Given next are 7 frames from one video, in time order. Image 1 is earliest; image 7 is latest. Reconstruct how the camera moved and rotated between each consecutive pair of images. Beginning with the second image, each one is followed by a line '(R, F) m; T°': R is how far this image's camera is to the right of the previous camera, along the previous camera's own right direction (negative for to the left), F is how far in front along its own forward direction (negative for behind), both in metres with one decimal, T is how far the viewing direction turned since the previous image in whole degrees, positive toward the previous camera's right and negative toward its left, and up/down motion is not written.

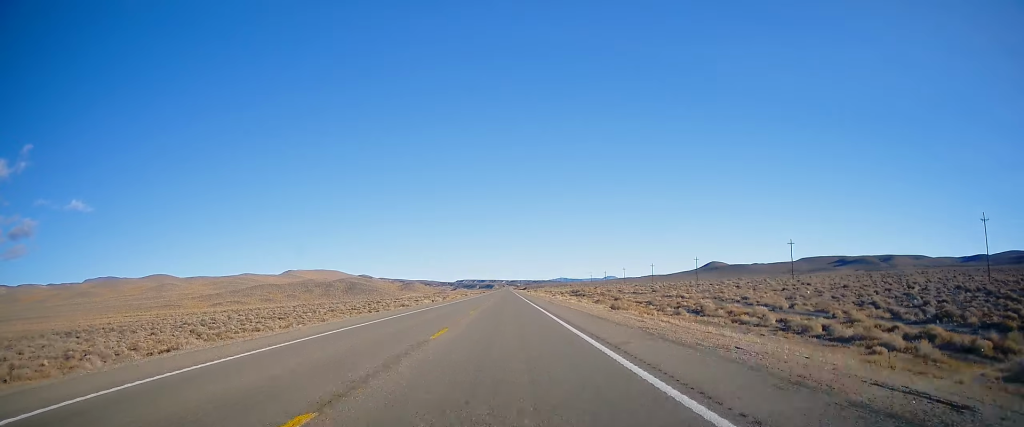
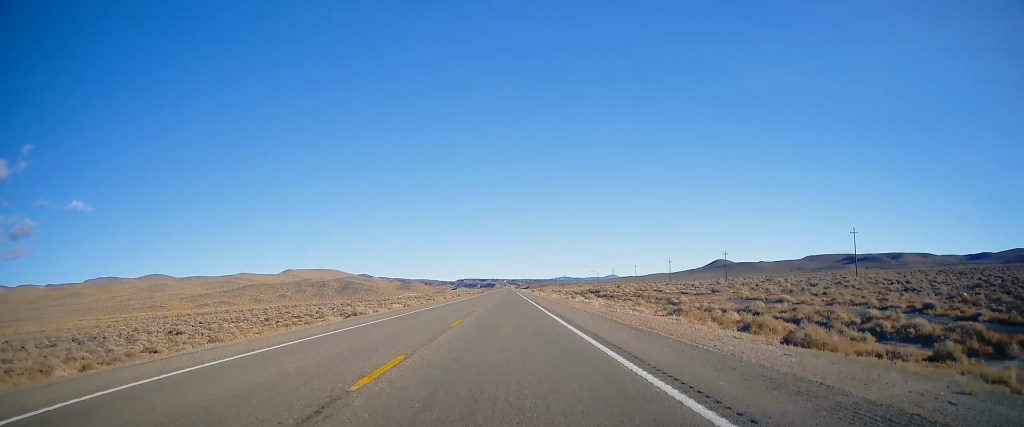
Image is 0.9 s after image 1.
(-0.3, +31.6) m; -1°
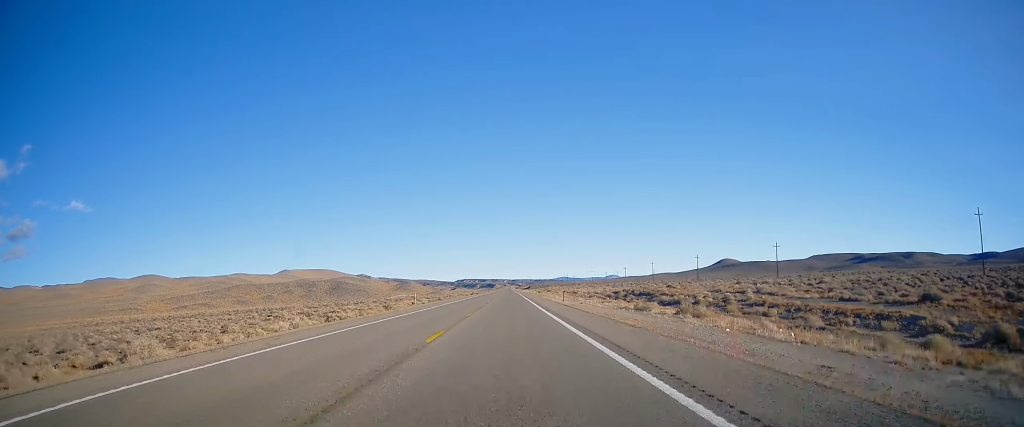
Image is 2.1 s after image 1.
(-0.1, +42.1) m; +1°
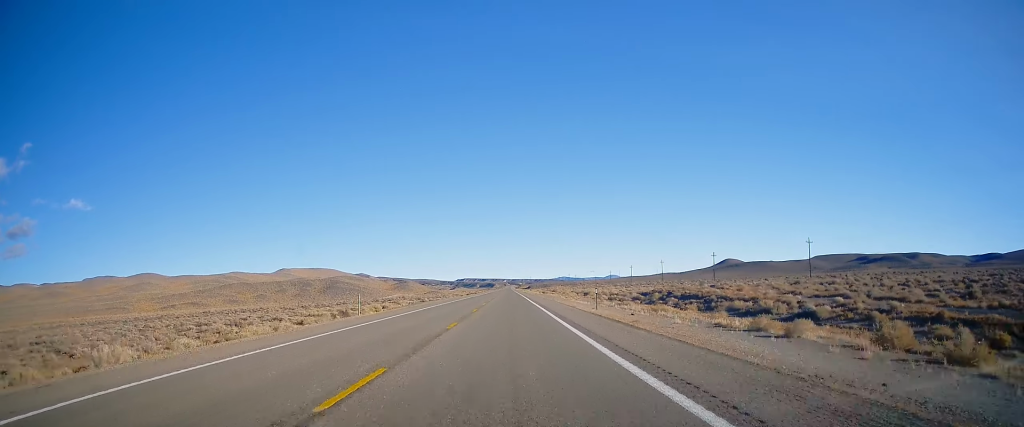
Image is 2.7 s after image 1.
(+0.3, +19.9) m; 0°
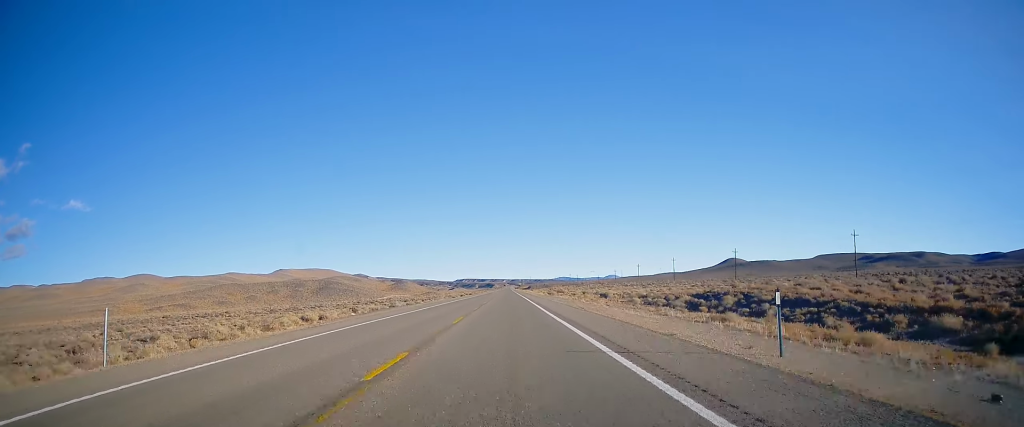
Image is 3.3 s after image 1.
(+0.1, +22.3) m; 0°
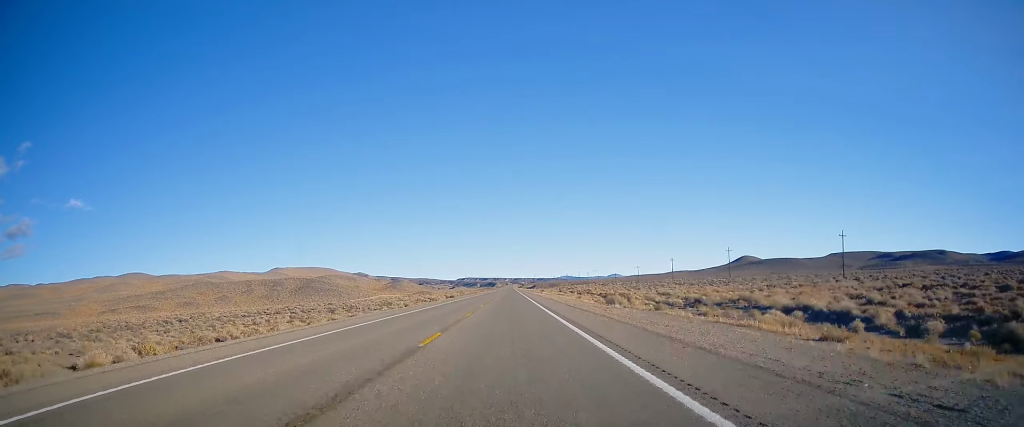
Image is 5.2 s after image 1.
(0.0, +68.4) m; 0°
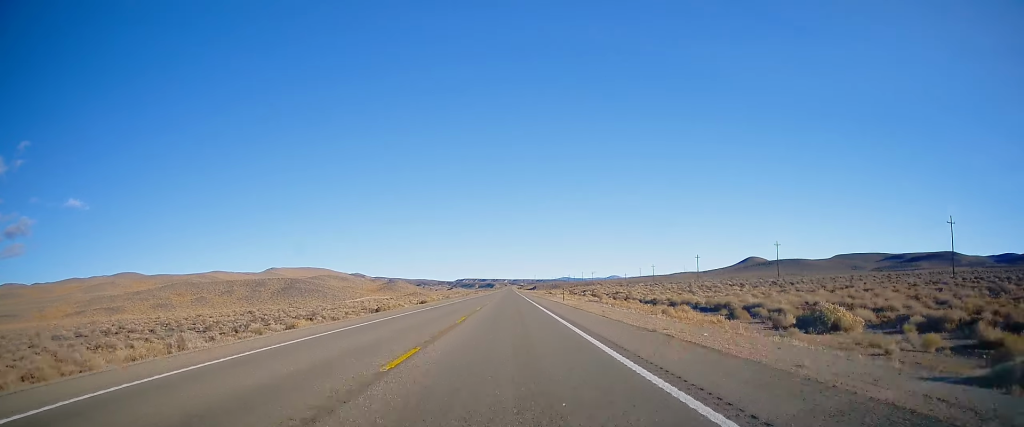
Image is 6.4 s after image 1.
(-0.2, +39.7) m; 0°
